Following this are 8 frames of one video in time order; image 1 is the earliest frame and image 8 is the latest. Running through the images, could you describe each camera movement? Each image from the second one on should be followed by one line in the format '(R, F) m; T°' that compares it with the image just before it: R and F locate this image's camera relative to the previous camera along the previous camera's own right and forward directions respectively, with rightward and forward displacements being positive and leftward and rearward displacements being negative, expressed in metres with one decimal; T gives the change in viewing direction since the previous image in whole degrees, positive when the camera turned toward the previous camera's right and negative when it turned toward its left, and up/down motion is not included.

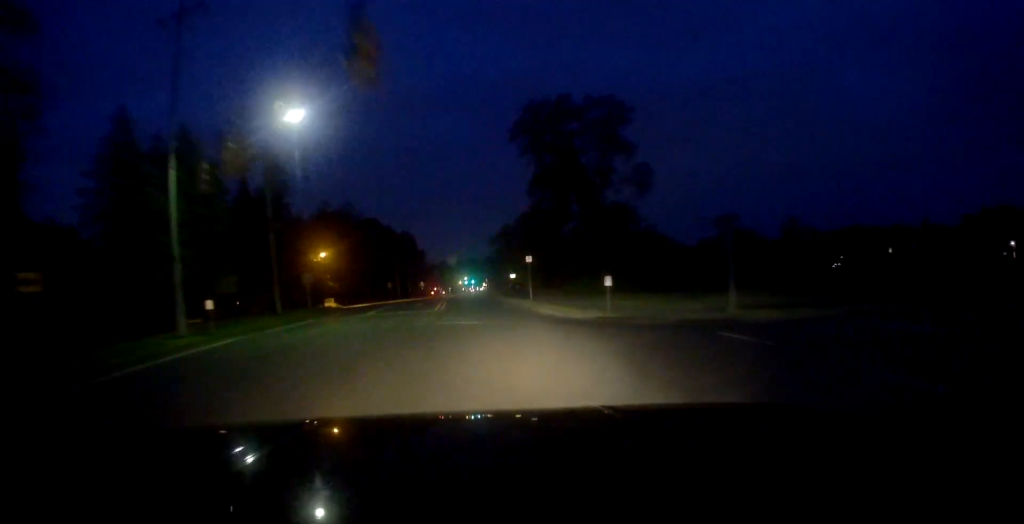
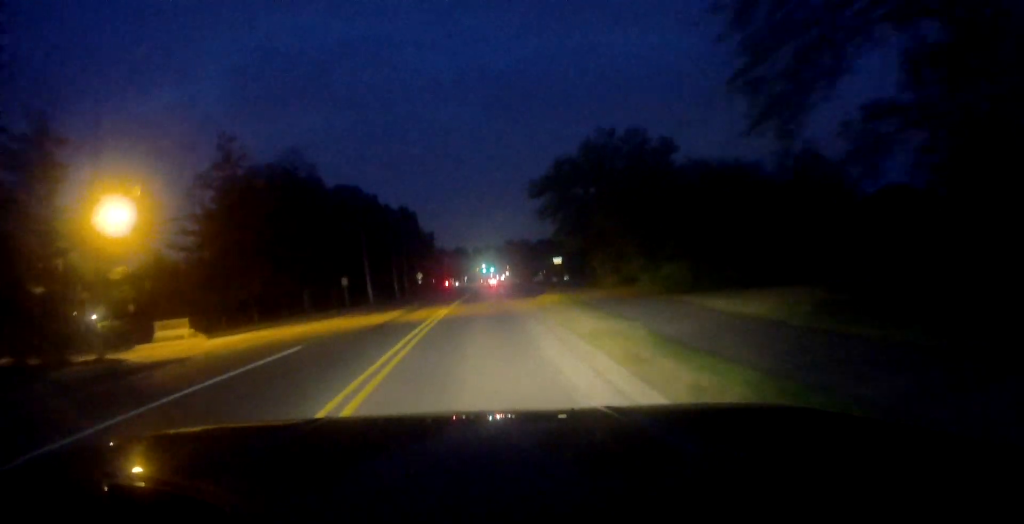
(-1.7, +49.1) m; -3°
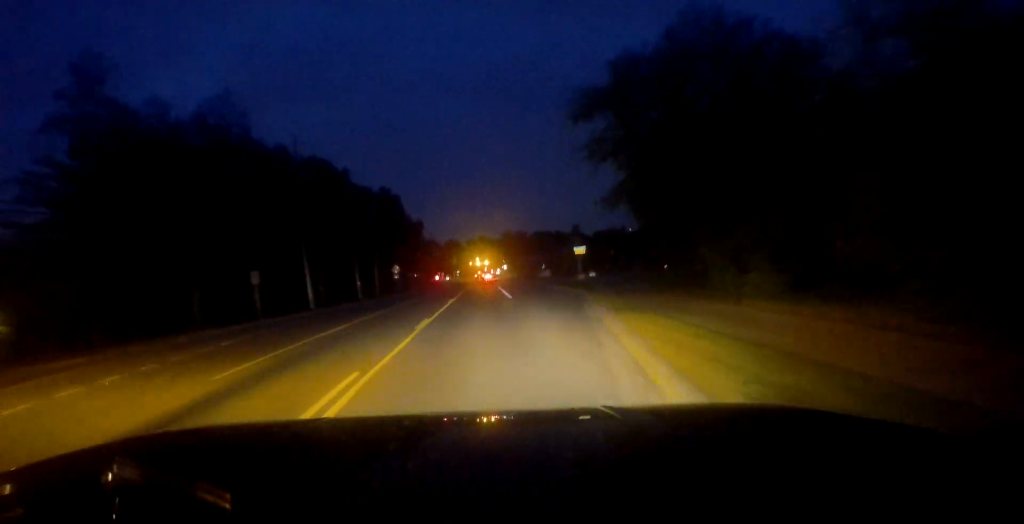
(+0.3, +25.7) m; +1°
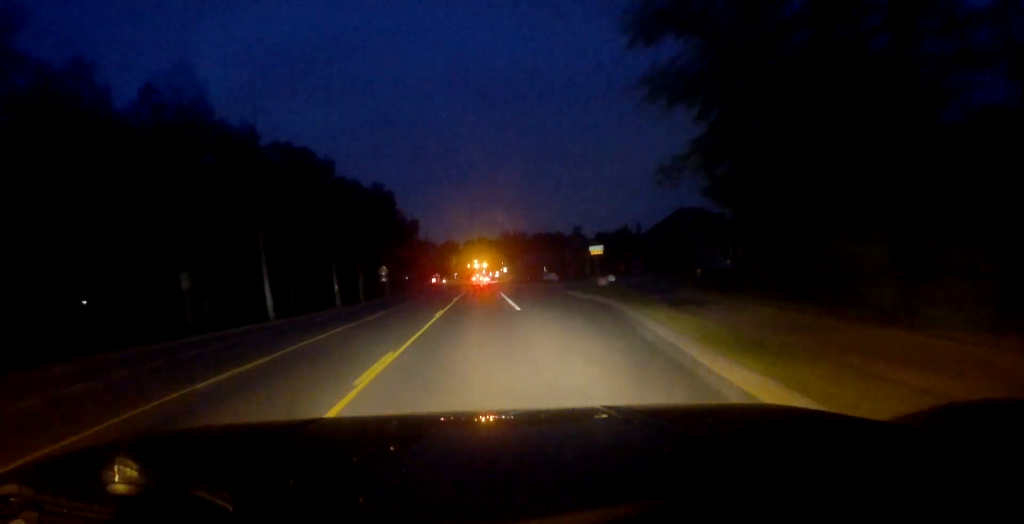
(-0.1, +9.9) m; 0°
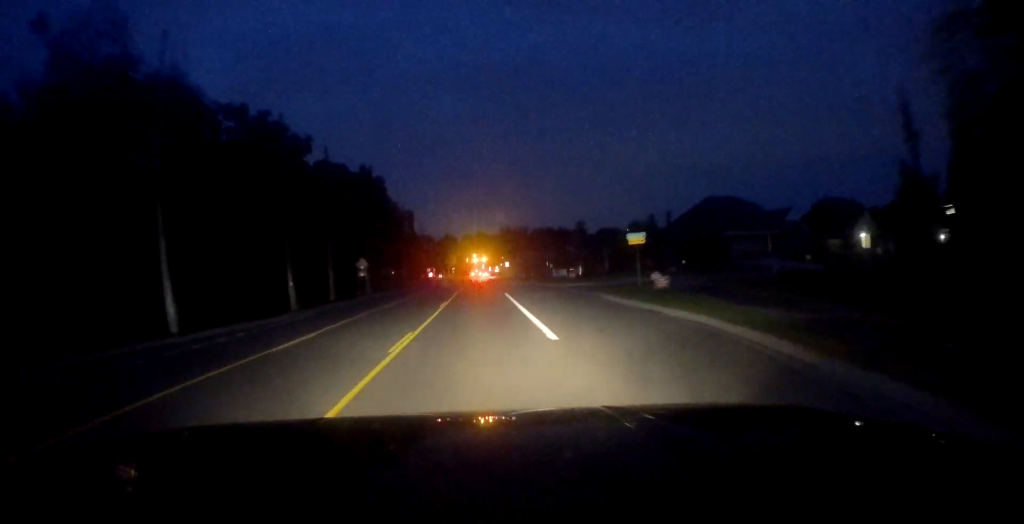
(+0.1, +13.5) m; 0°
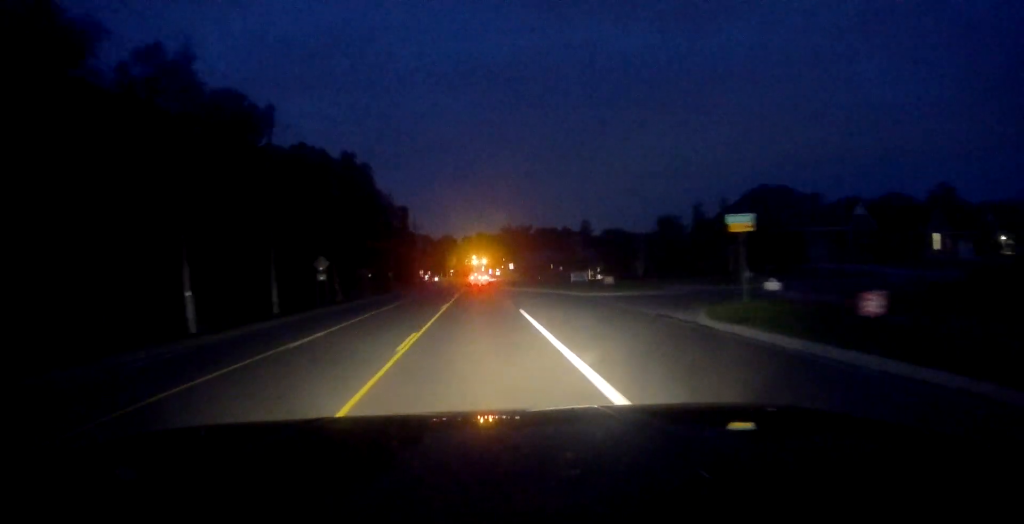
(+0.1, +15.5) m; 0°
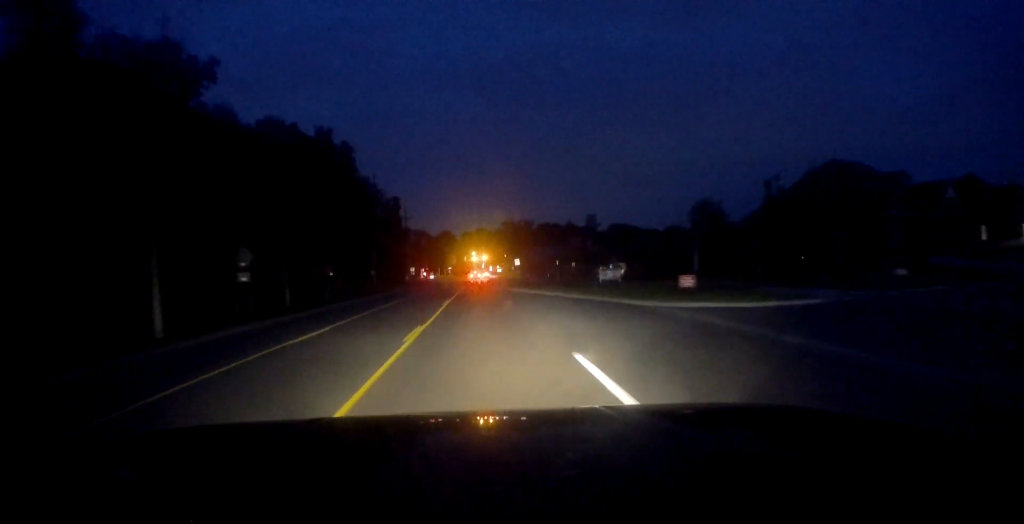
(-0.4, +14.8) m; 0°
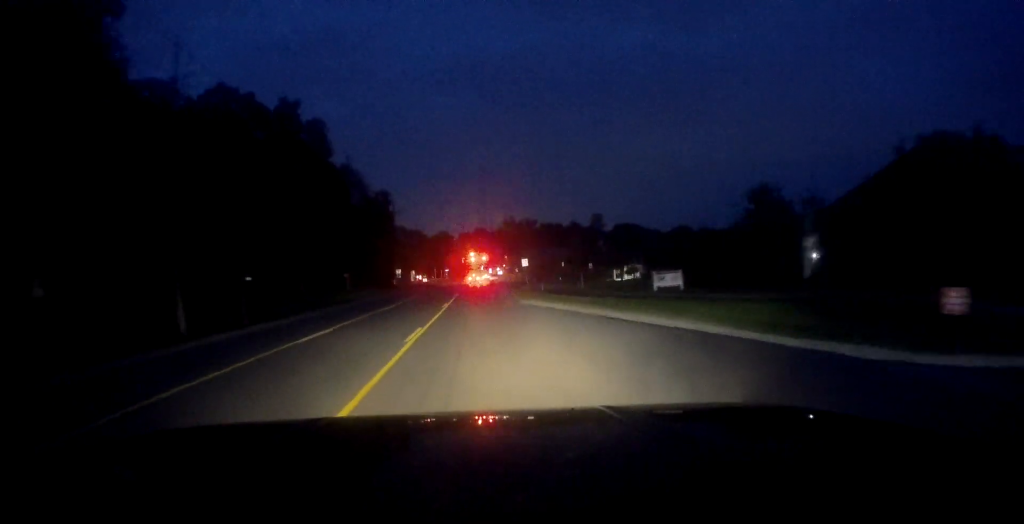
(+0.4, +14.6) m; +2°
